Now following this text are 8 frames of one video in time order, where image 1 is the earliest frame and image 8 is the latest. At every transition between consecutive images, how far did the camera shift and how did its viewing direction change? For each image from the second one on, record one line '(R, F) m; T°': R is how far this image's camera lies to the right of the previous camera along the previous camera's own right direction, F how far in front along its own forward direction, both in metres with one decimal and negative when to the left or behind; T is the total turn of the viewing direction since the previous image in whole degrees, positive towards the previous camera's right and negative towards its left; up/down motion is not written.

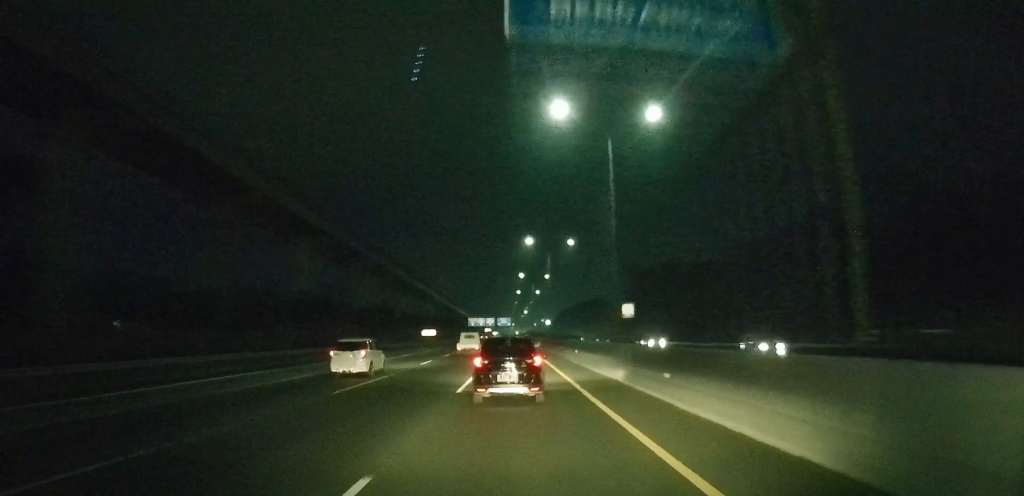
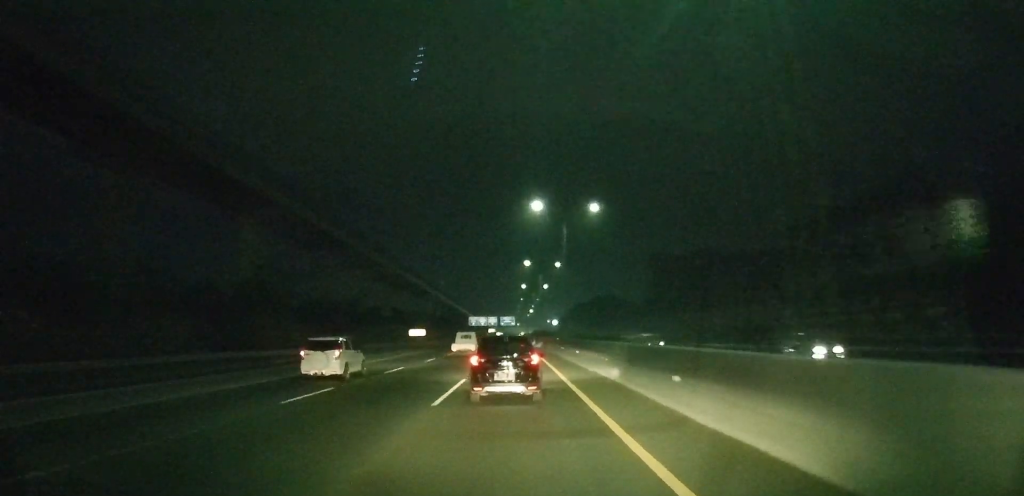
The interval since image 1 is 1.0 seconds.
(0.0, +21.6) m; 0°
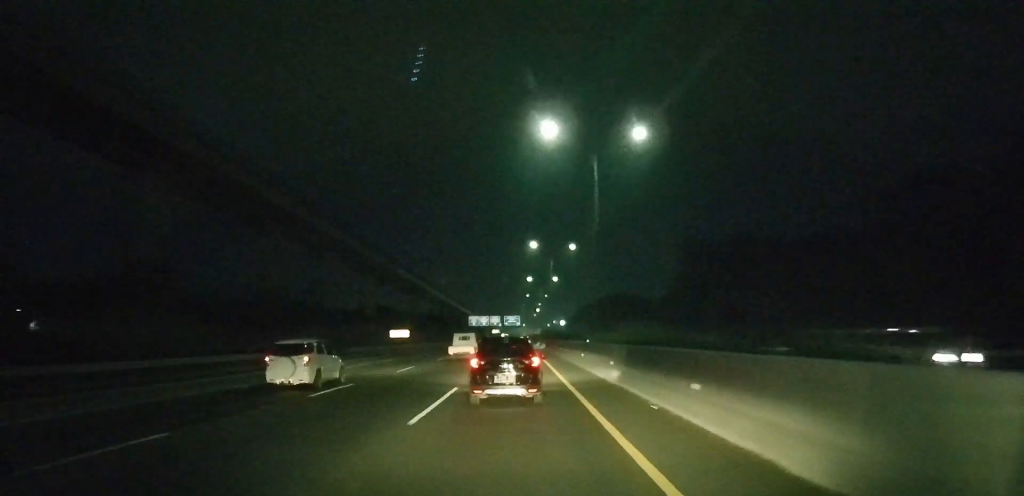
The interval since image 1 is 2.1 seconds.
(0.0, +23.1) m; -1°
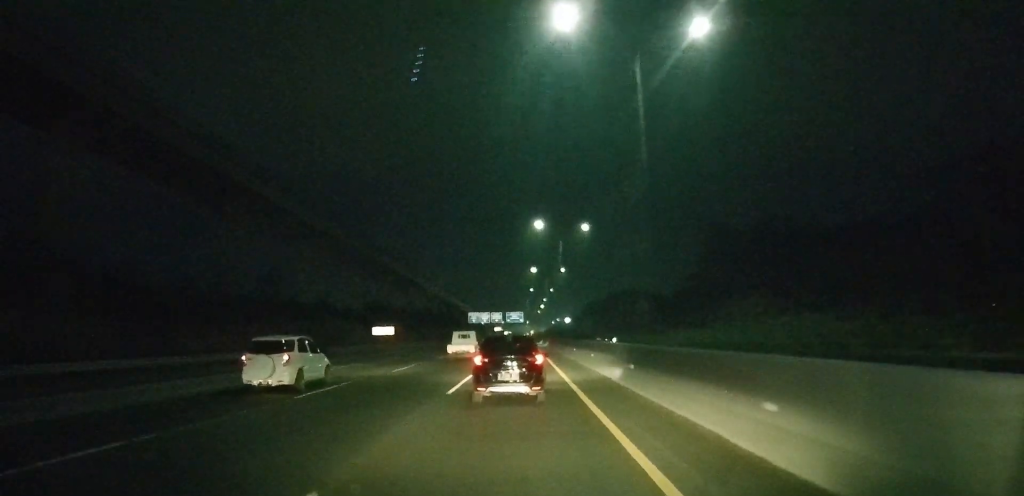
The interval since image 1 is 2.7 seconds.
(-0.2, +14.1) m; 0°
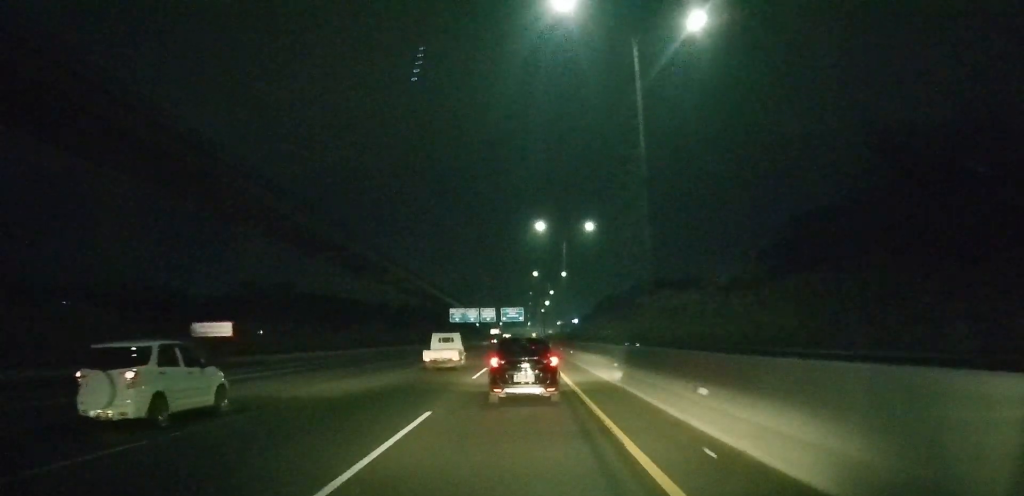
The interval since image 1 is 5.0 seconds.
(-0.4, +51.8) m; -1°
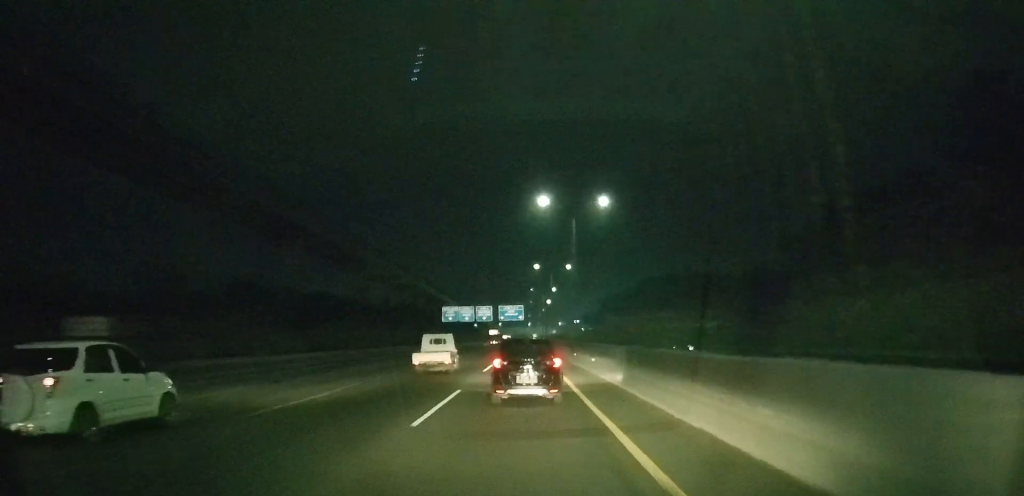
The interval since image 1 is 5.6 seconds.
(0.0, +14.2) m; 0°
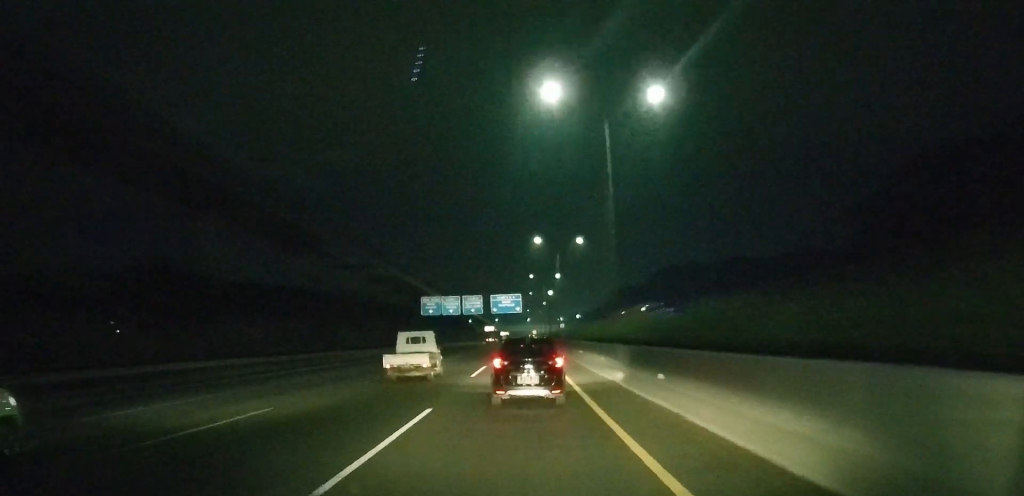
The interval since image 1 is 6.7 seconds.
(0.0, +27.6) m; 0°
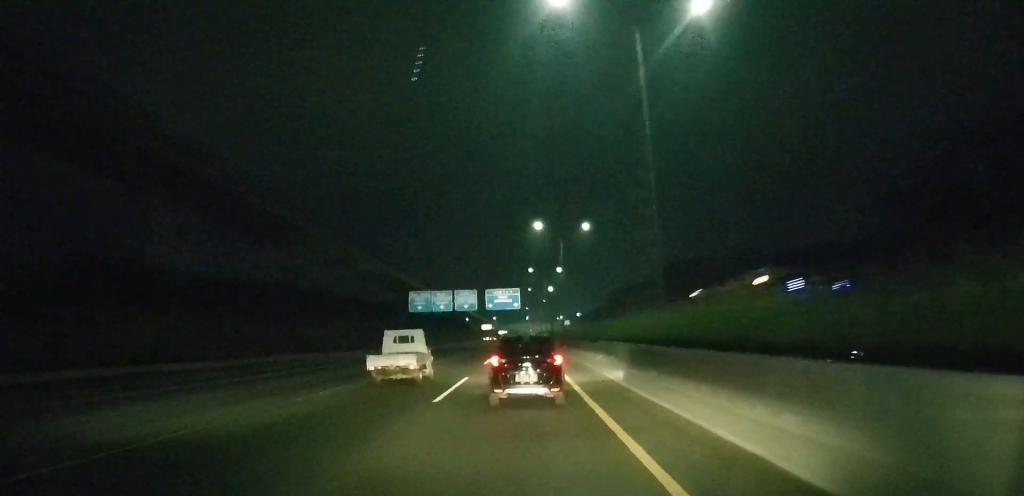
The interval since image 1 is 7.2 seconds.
(0.0, +10.9) m; 0°
